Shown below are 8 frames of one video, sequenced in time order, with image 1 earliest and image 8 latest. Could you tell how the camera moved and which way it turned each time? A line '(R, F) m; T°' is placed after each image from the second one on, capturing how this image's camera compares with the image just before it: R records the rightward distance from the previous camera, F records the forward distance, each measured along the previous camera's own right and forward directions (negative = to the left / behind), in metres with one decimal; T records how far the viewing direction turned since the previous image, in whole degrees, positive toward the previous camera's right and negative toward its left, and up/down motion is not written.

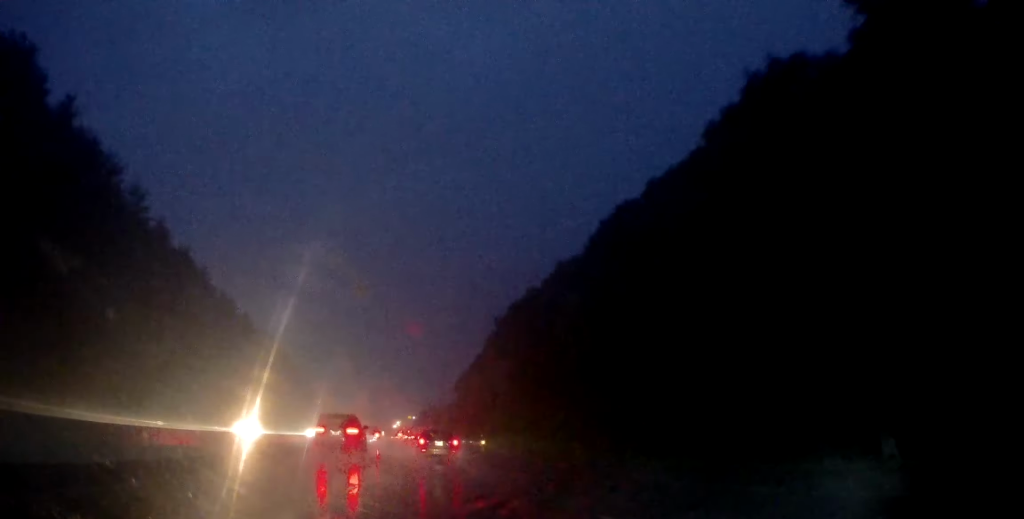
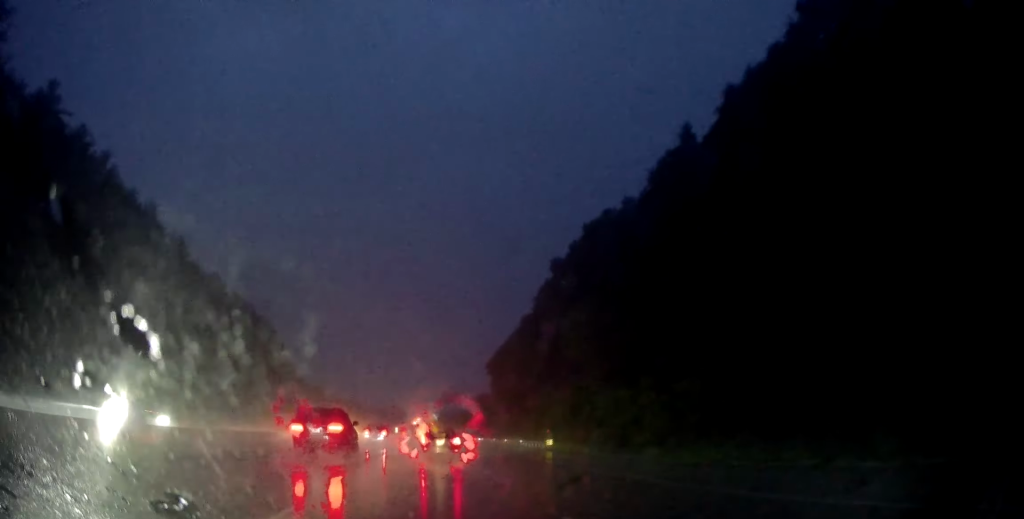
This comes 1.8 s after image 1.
(+0.9, +39.1) m; +1°
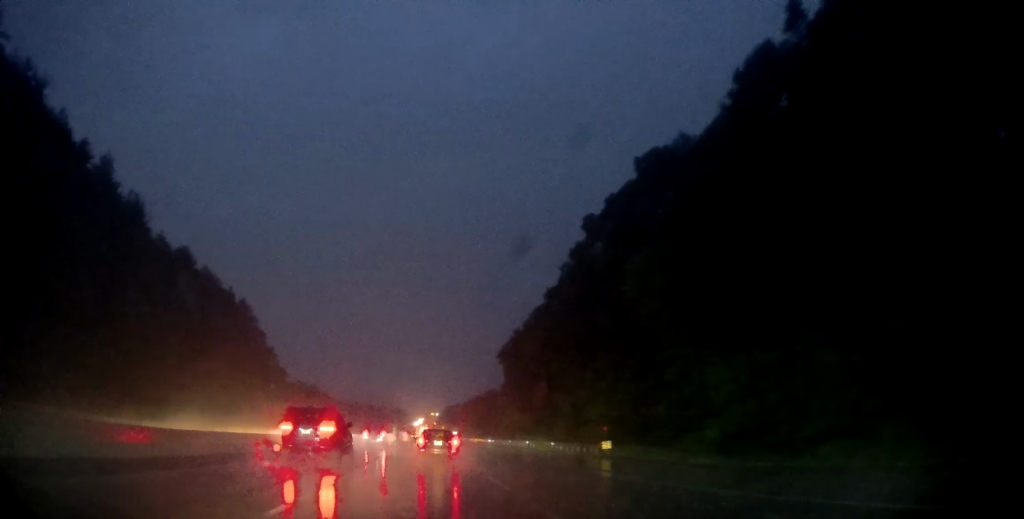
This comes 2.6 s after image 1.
(-0.2, +17.5) m; -1°
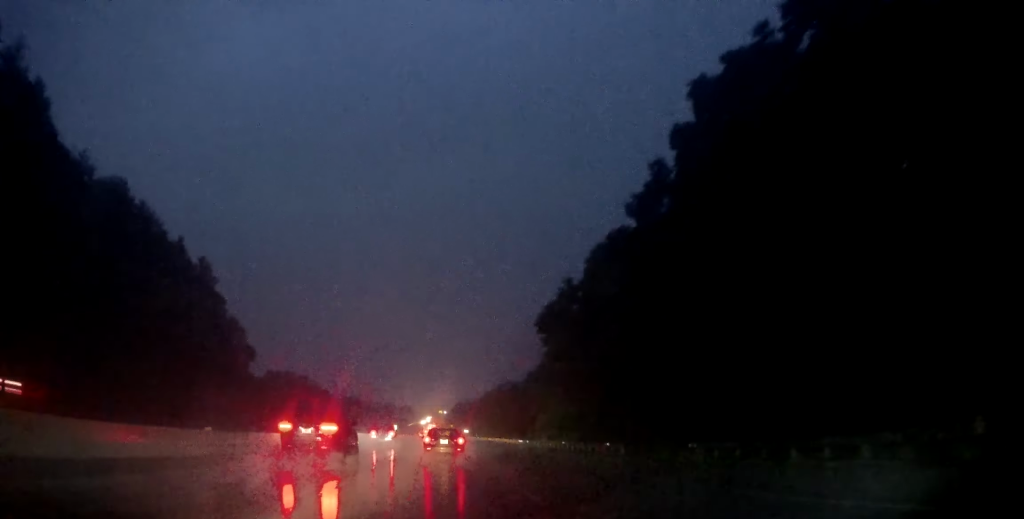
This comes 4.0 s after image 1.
(0.0, +28.1) m; 0°
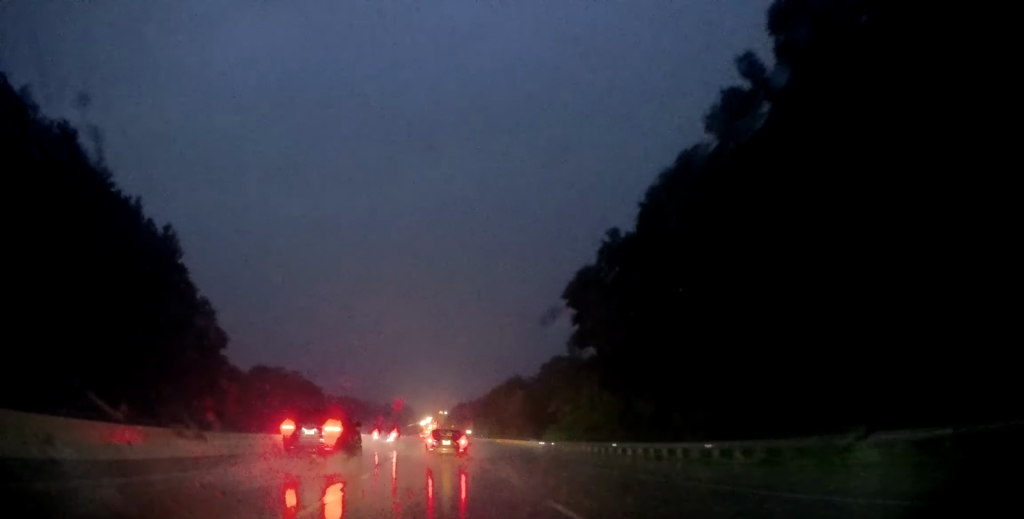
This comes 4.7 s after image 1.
(0.0, +14.6) m; -1°
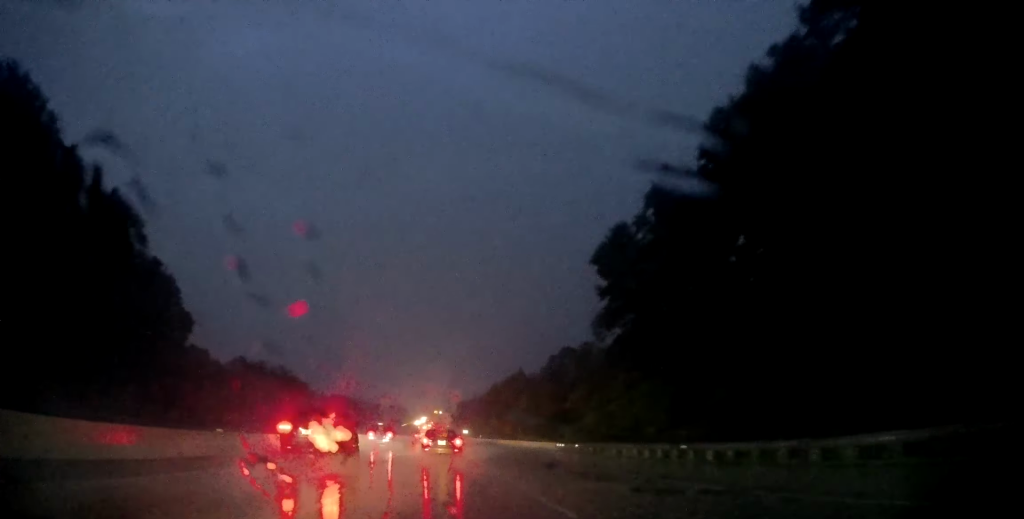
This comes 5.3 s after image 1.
(0.0, +11.1) m; -1°
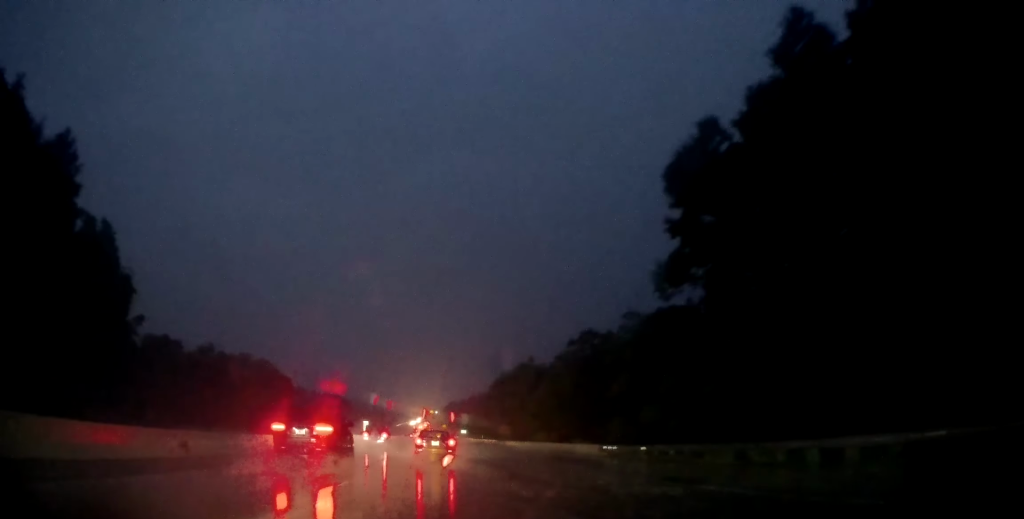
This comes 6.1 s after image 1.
(-0.3, +15.2) m; -1°
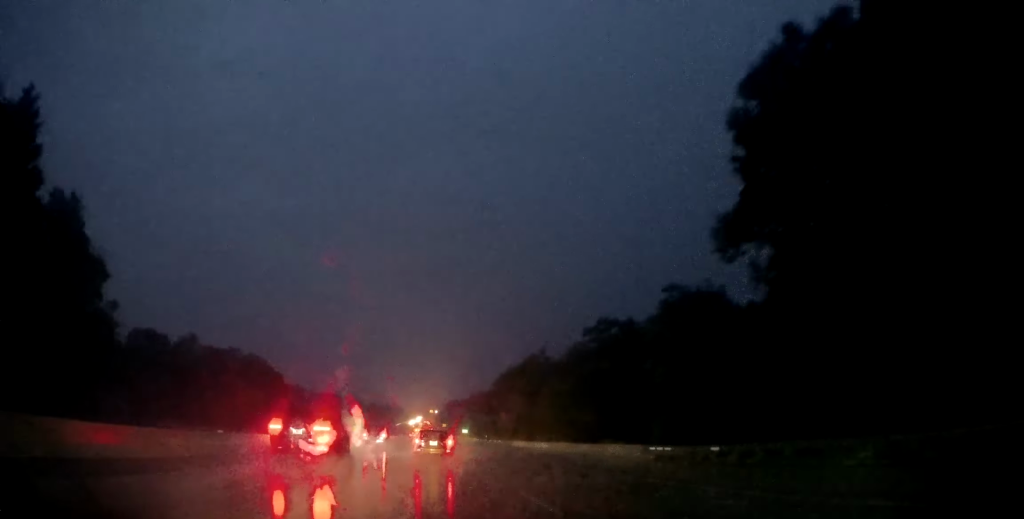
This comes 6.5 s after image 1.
(0.0, +7.9) m; 0°
